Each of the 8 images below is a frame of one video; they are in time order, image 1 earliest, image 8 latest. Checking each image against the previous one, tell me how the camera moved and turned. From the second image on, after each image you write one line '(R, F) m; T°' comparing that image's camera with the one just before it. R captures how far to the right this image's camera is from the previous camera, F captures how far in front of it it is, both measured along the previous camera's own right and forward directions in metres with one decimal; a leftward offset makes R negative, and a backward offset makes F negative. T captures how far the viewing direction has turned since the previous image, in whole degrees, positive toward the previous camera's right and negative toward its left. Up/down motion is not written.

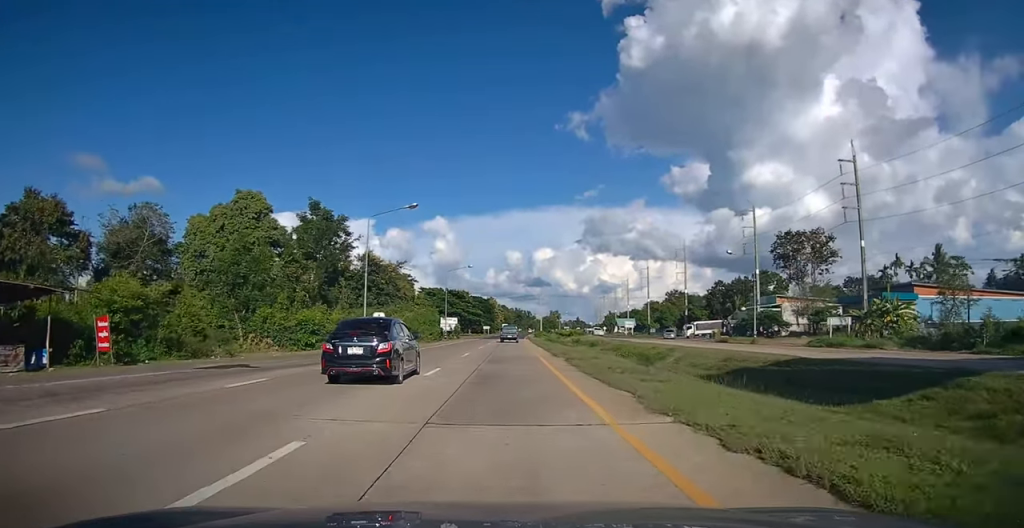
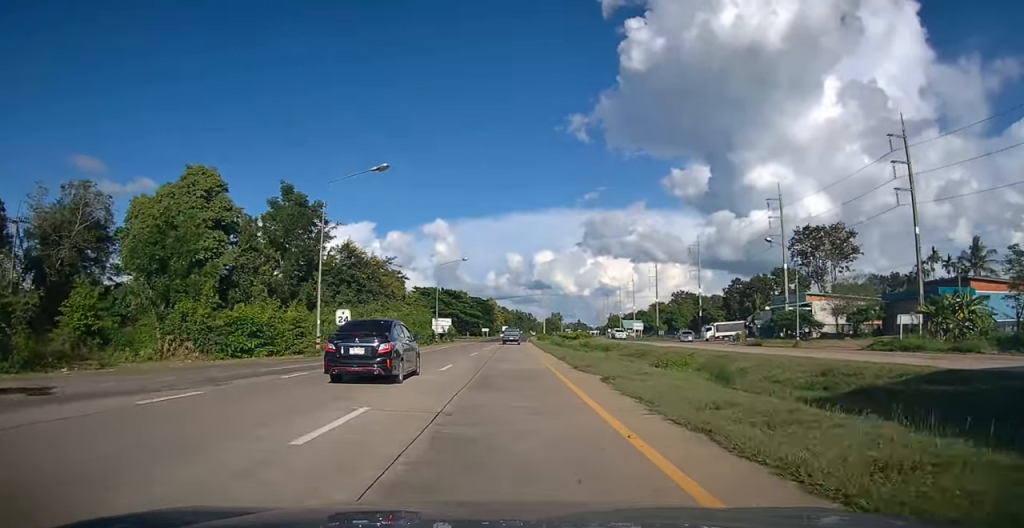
(0.0, +8.9) m; +1°
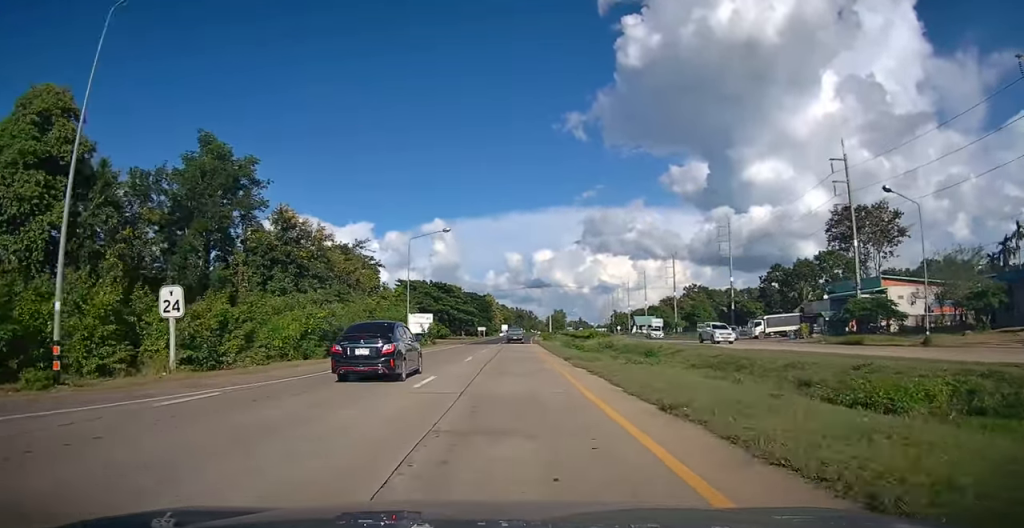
(+0.2, +17.2) m; 0°
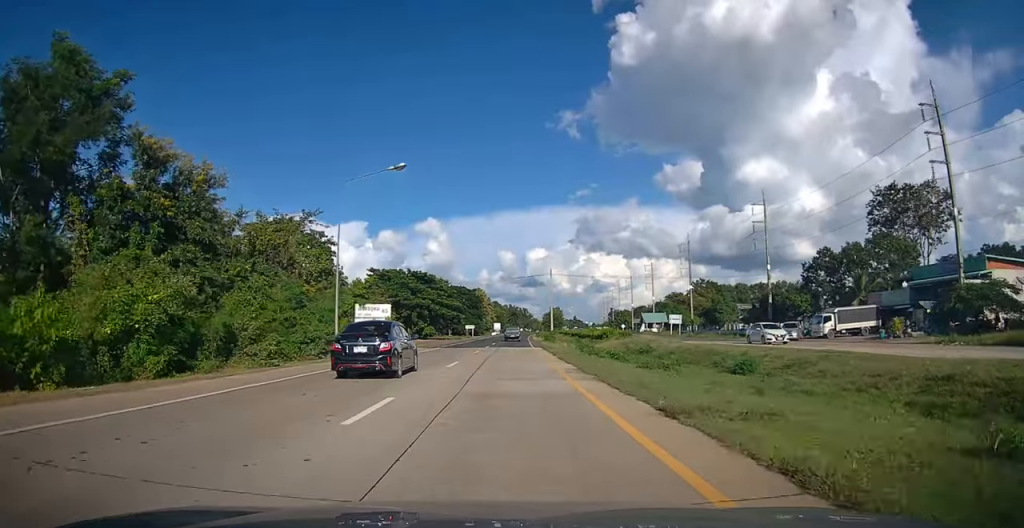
(-0.2, +16.7) m; 0°
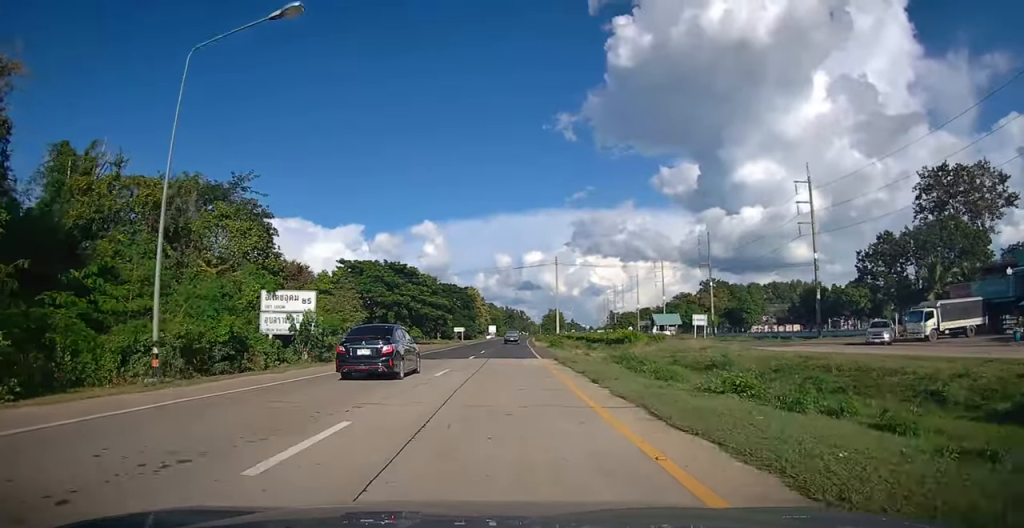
(+0.1, +14.3) m; +1°
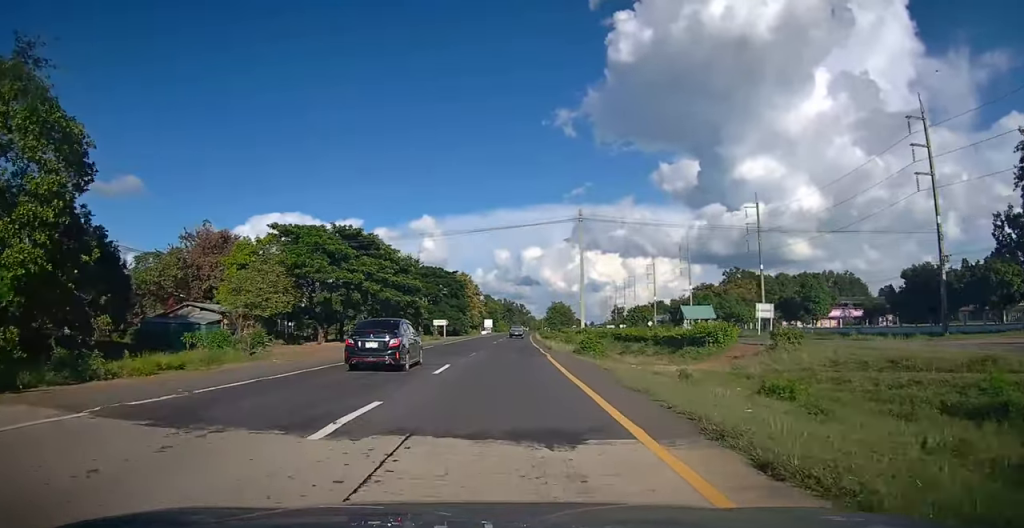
(0.0, +21.9) m; 0°
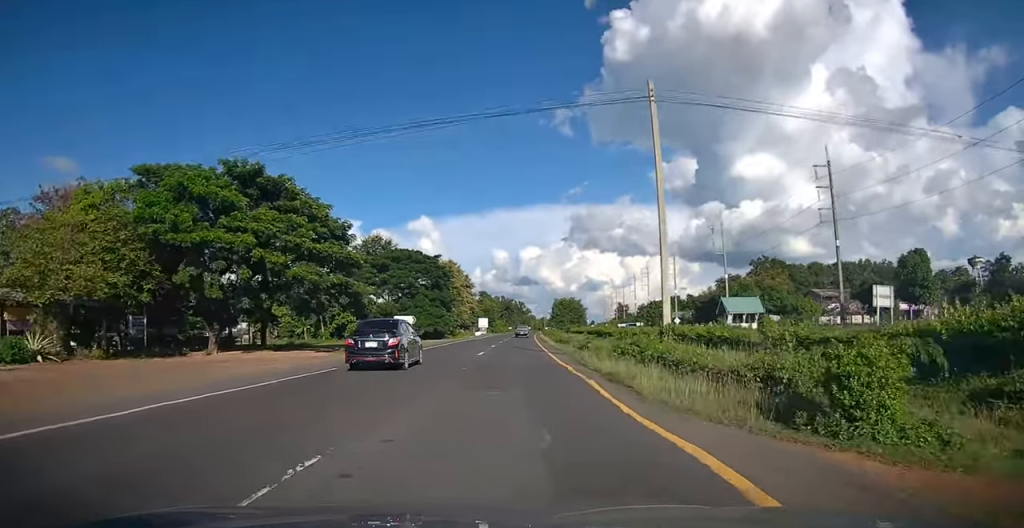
(+0.1, +21.0) m; +1°
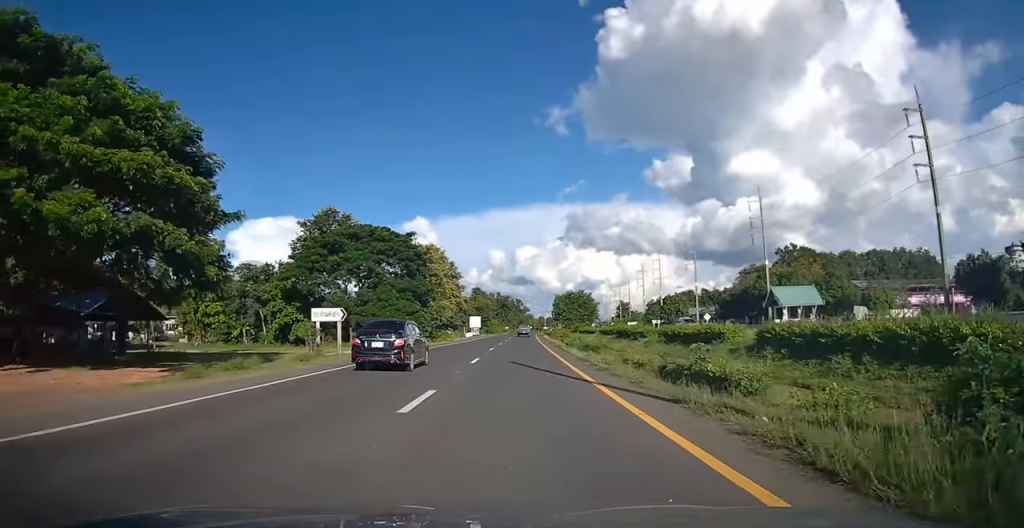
(0.0, +17.8) m; +1°
